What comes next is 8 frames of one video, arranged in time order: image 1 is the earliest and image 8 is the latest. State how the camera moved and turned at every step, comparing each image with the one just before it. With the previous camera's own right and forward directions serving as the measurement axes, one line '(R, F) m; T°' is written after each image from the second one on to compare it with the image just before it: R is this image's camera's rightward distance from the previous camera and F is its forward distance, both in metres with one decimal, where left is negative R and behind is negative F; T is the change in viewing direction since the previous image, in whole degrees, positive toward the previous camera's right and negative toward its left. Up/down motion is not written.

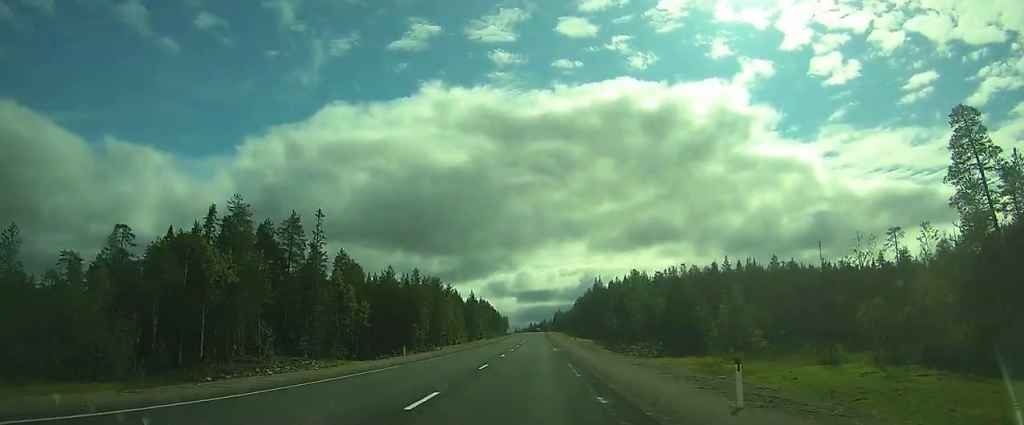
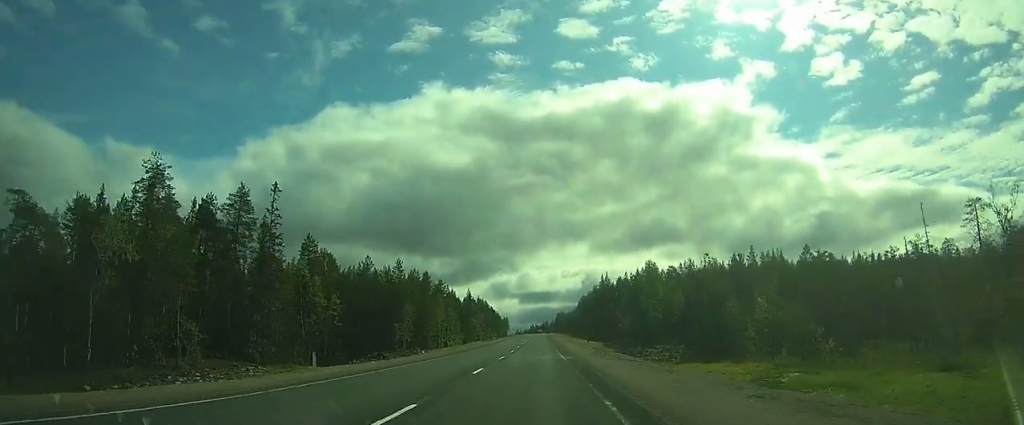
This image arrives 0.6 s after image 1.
(0.0, +14.0) m; 0°
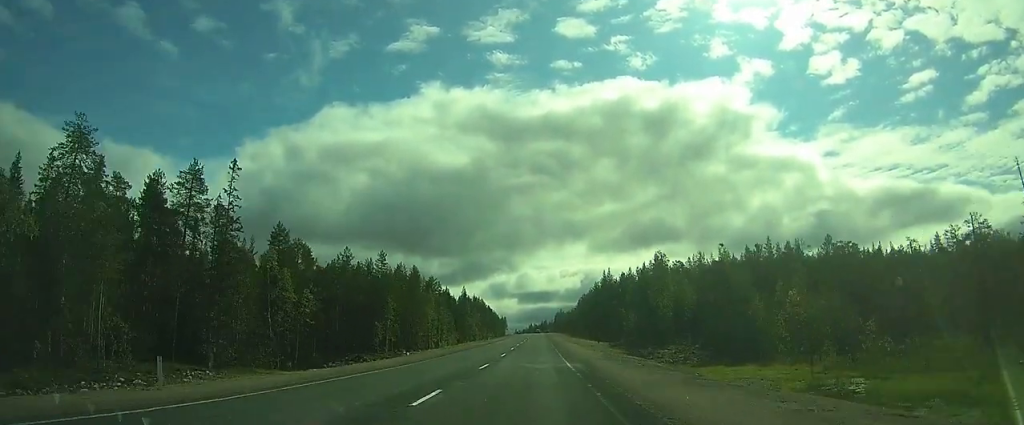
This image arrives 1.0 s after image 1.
(0.0, +8.7) m; +1°
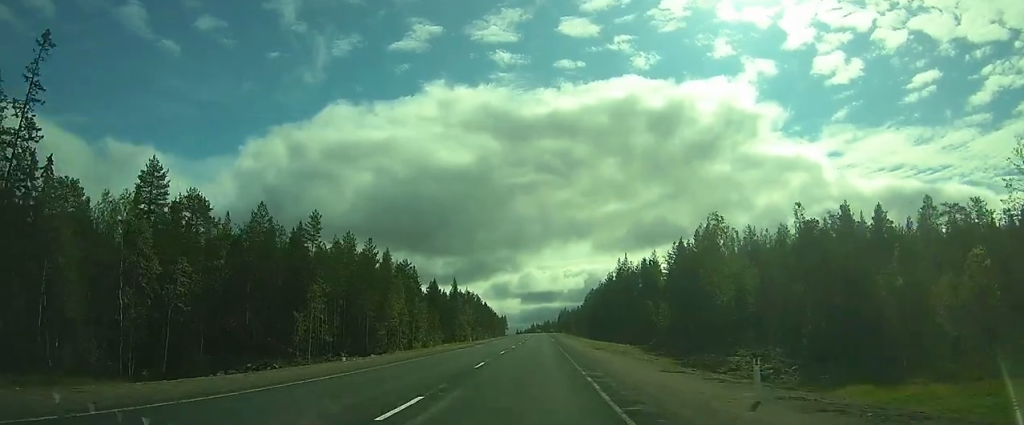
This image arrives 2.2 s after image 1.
(+0.4, +25.0) m; +2°
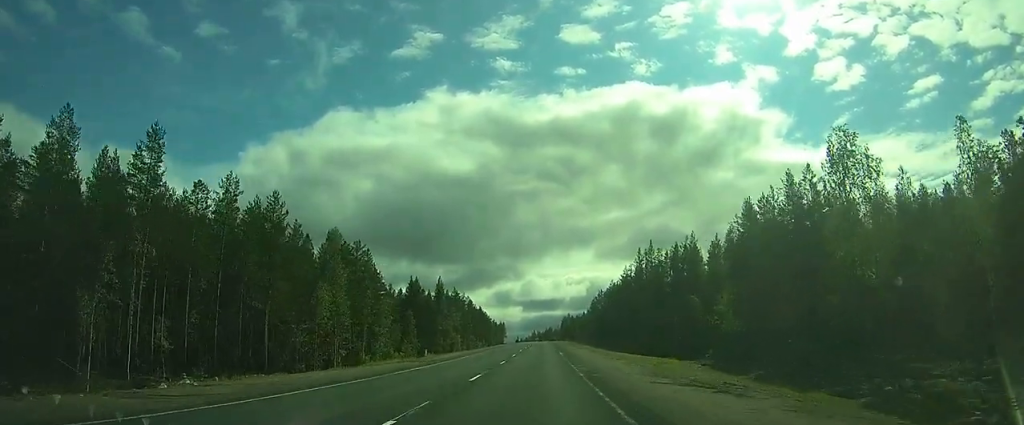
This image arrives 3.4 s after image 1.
(+0.3, +24.4) m; +1°
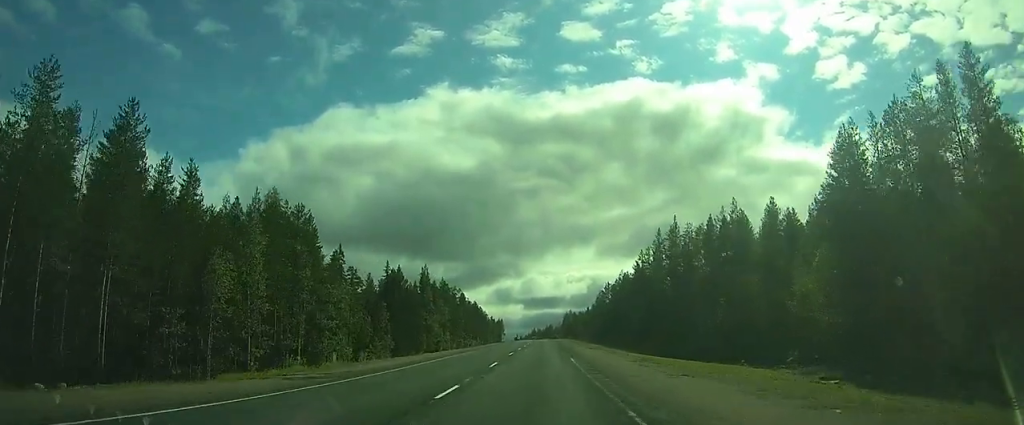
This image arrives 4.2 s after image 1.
(0.0, +16.6) m; 0°
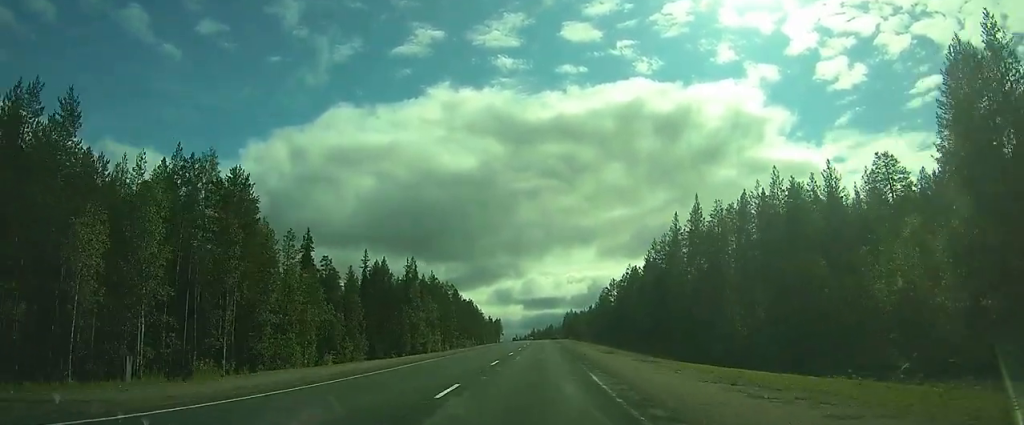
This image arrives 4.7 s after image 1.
(0.0, +11.1) m; 0°
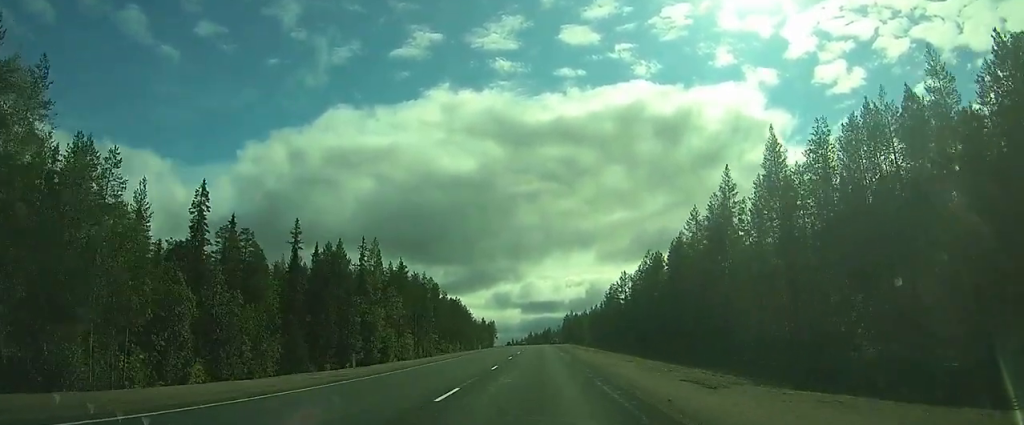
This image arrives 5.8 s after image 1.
(0.0, +22.1) m; 0°
